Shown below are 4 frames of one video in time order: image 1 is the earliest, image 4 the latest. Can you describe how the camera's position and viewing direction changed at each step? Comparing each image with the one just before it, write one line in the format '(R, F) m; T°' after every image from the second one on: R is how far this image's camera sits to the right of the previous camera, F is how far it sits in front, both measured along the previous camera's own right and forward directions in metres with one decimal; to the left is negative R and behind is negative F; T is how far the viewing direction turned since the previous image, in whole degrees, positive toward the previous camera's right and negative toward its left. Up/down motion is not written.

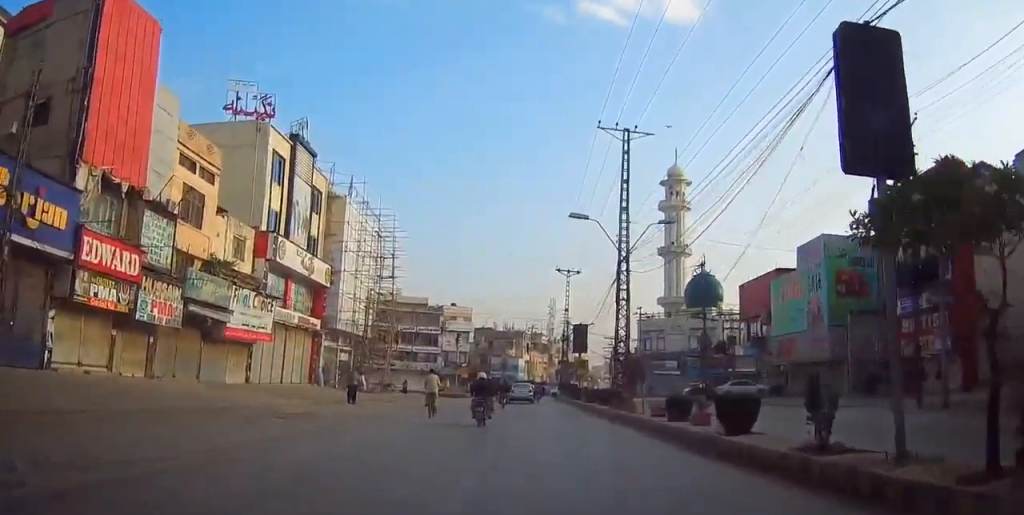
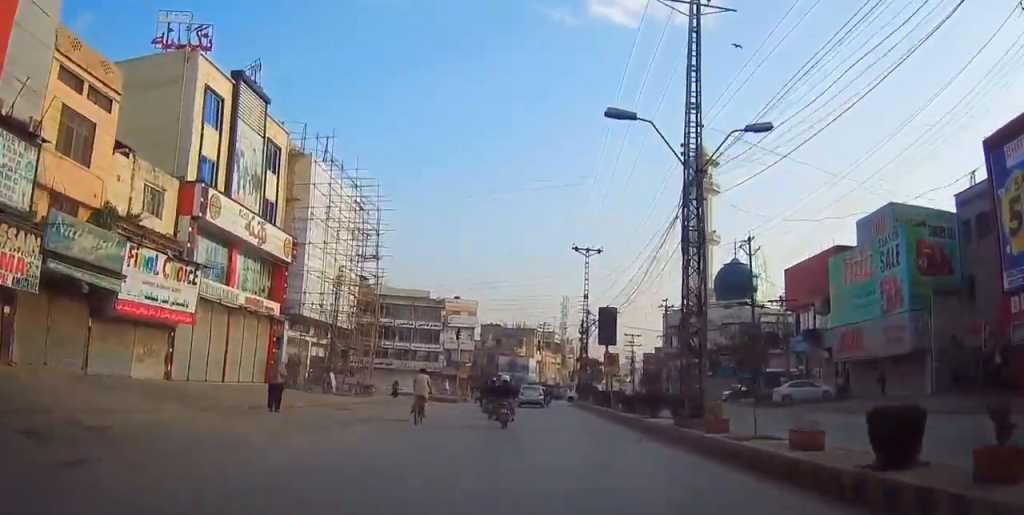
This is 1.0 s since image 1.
(0.0, +10.6) m; 0°
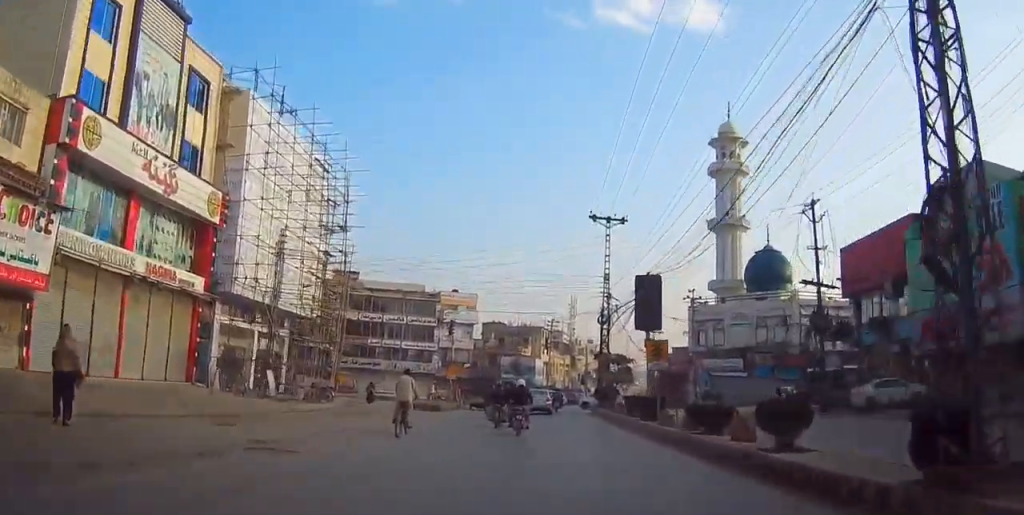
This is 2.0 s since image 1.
(0.0, +10.5) m; -1°
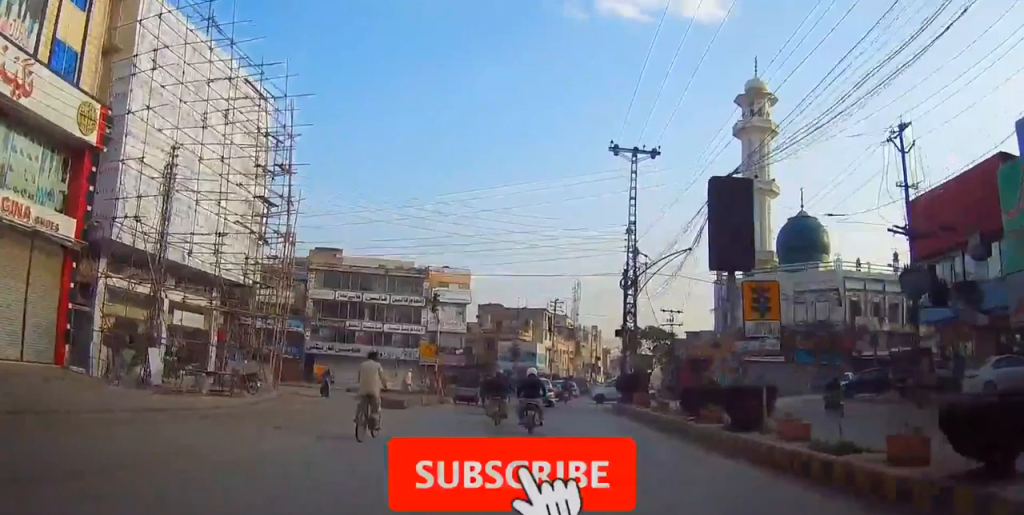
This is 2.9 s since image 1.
(-0.1, +9.8) m; -1°
